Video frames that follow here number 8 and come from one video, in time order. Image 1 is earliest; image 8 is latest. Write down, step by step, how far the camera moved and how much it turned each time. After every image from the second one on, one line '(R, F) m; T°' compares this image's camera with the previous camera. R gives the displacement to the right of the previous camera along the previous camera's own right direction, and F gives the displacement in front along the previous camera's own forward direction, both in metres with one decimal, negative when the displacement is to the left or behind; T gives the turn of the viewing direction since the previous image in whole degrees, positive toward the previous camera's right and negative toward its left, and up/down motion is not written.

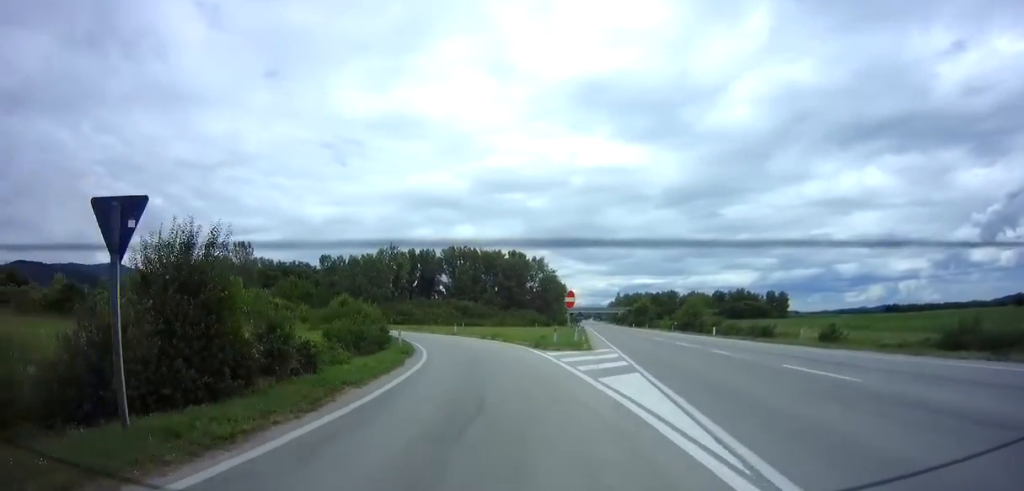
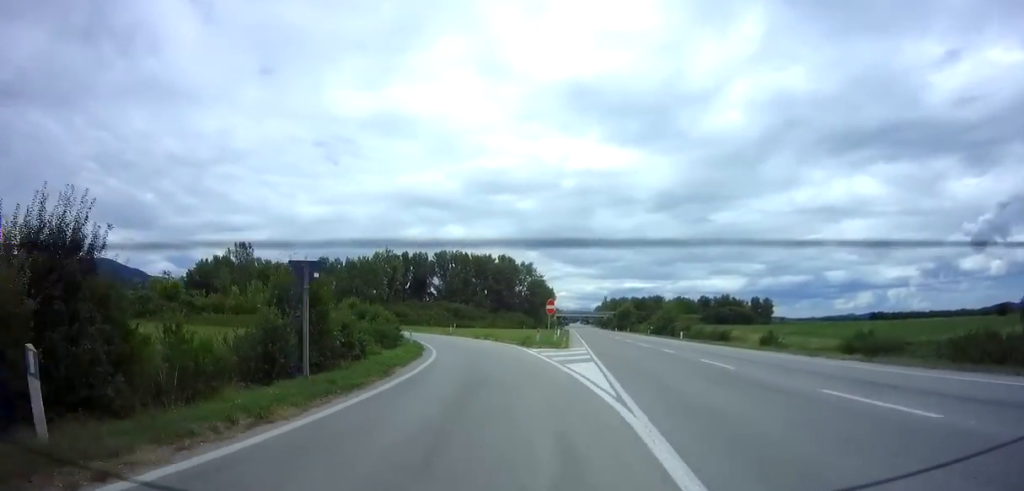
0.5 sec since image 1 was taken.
(+0.1, +5.9) m; +1°
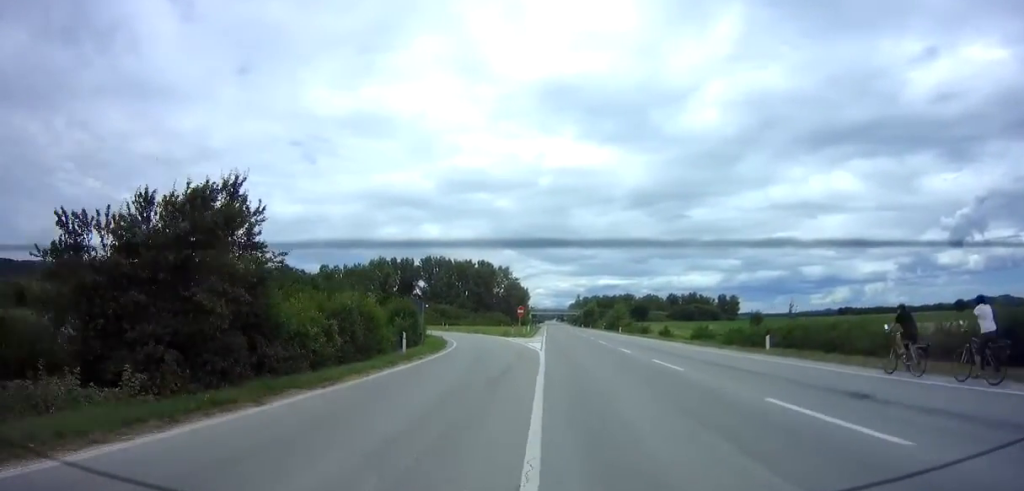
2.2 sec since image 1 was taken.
(+0.7, +19.1) m; +3°
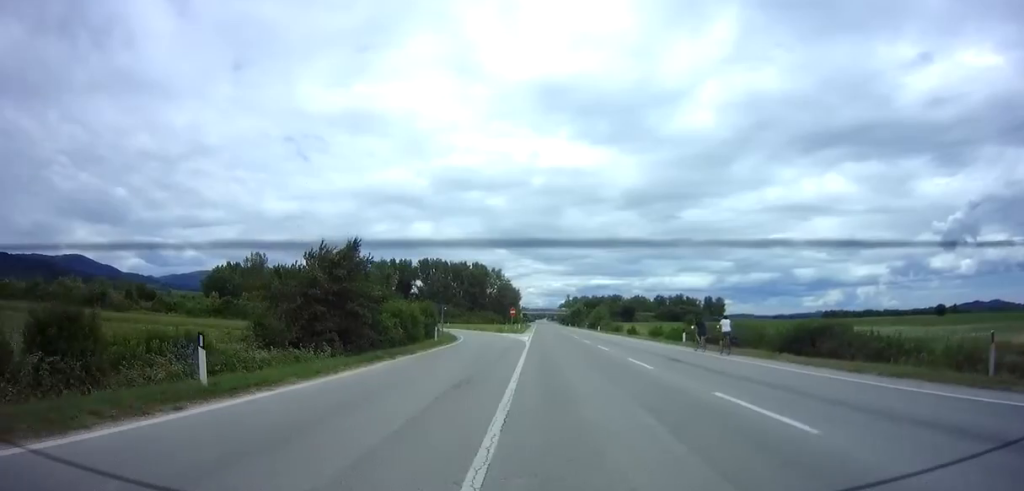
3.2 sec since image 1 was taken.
(-0.1, +11.1) m; 0°
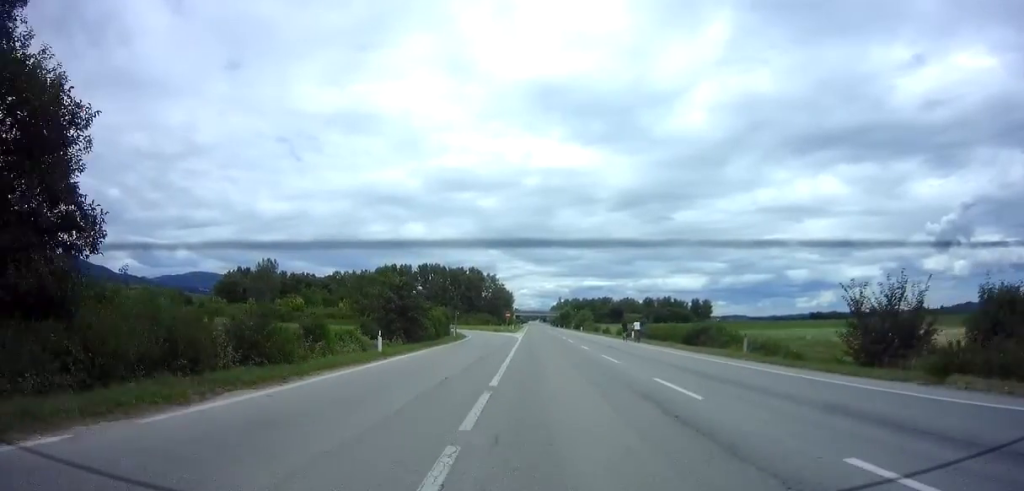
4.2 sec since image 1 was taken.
(+0.2, +13.3) m; +1°
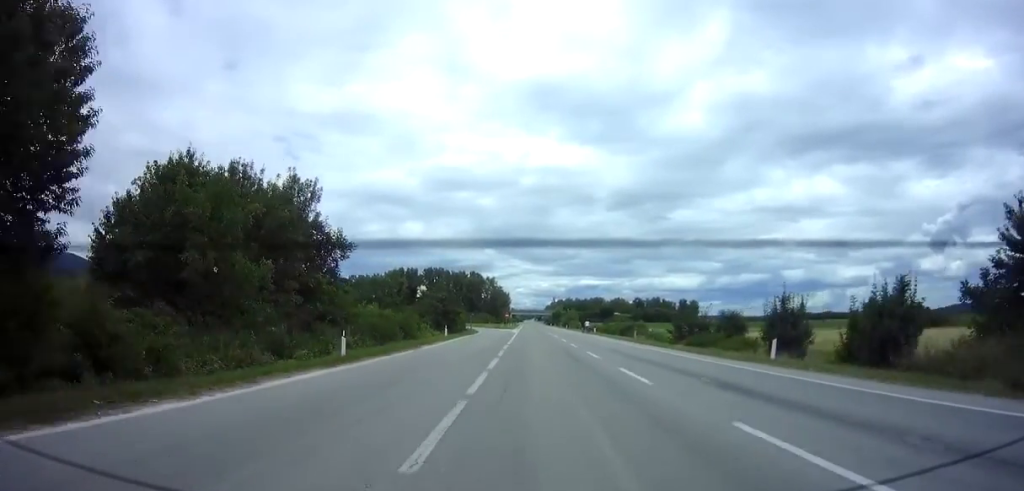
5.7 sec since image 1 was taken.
(-0.1, +21.7) m; 0°
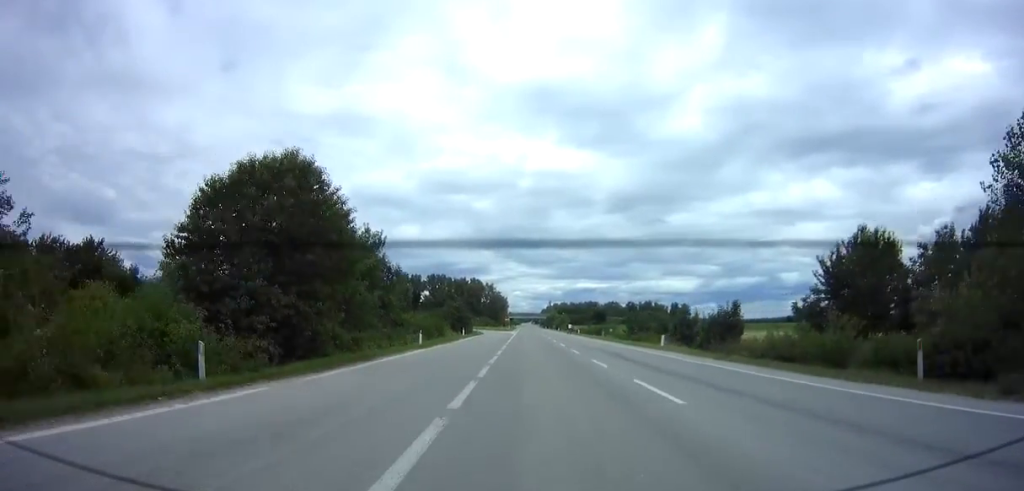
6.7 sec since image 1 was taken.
(+0.1, +15.4) m; +1°
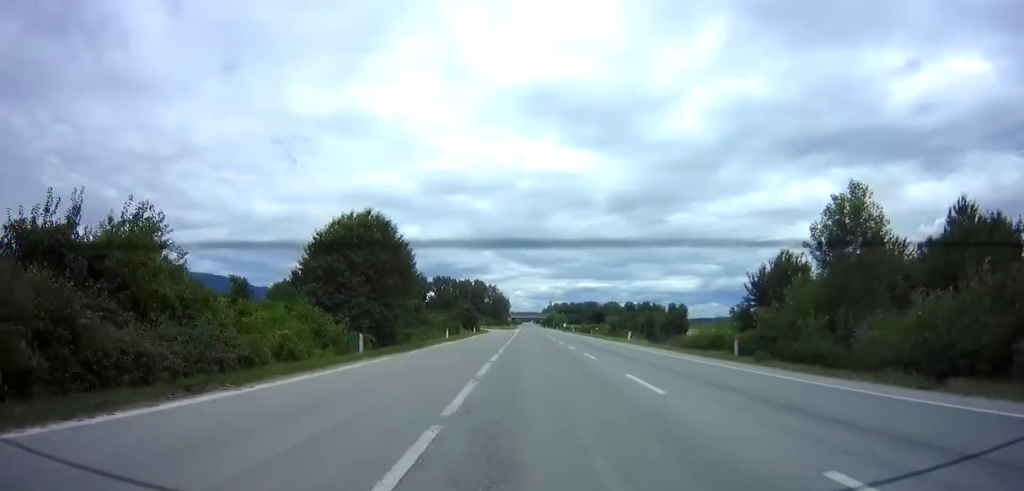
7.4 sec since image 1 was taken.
(+0.2, +11.4) m; 0°
